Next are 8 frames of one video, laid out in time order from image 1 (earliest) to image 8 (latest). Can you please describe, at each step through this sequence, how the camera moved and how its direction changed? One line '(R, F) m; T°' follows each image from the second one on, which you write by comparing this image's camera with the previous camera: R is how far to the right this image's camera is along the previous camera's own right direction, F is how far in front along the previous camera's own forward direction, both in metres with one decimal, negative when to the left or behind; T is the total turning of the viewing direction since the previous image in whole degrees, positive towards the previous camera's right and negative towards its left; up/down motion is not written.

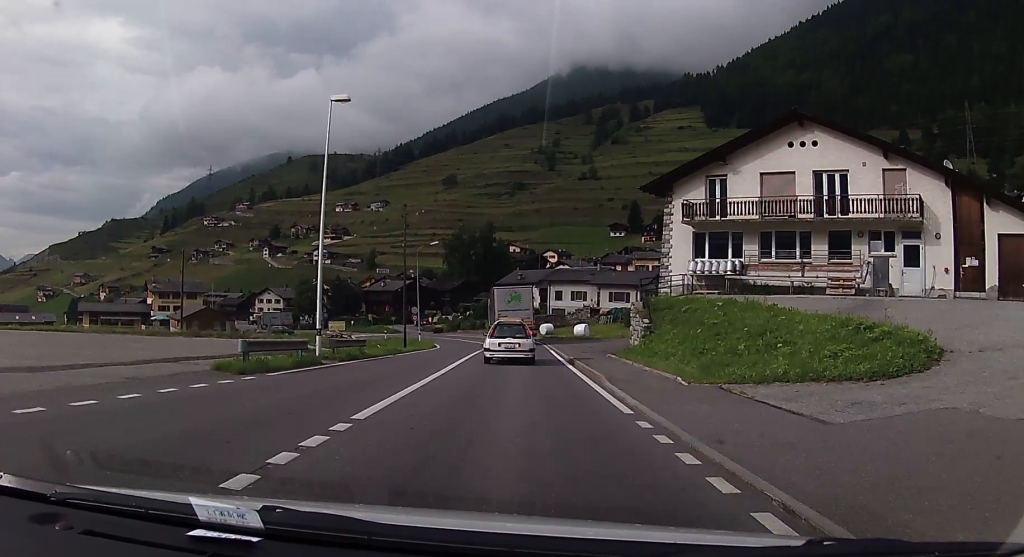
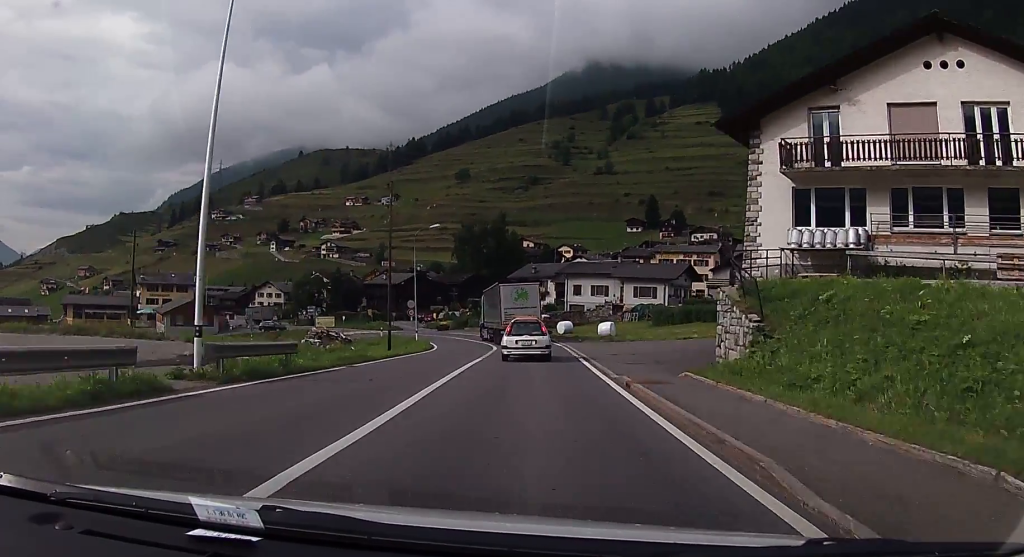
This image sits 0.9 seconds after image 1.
(+0.2, +10.2) m; -1°
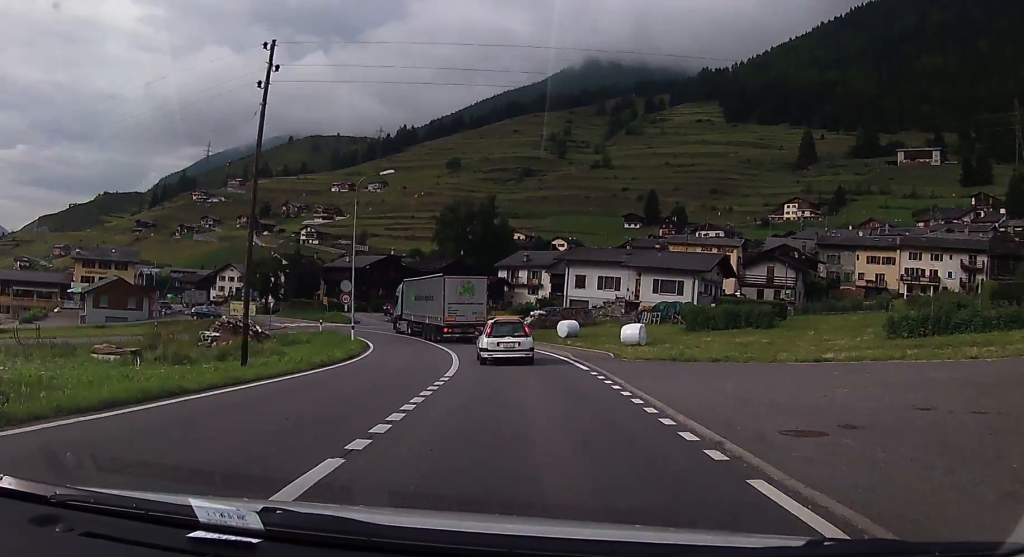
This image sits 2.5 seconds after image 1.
(-0.6, +19.1) m; -3°
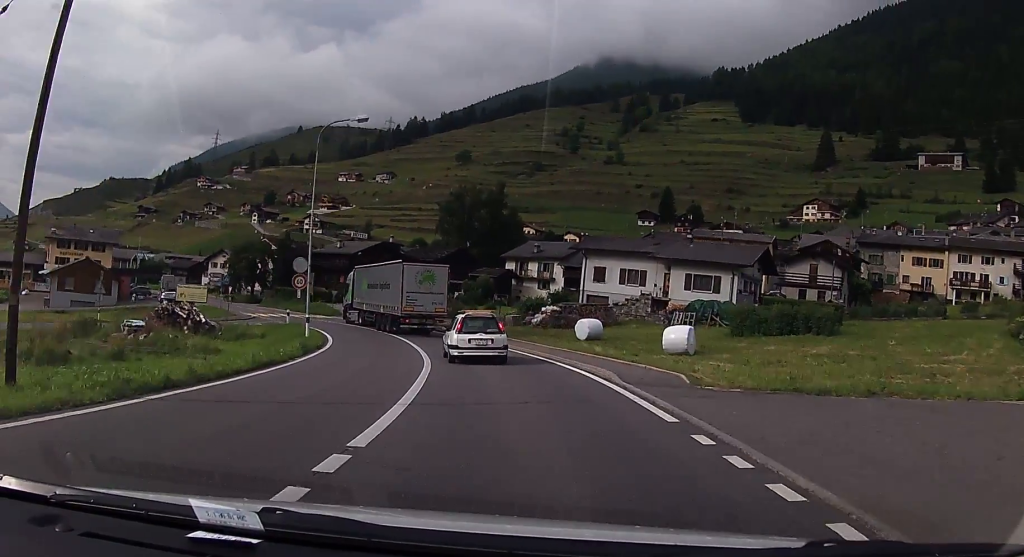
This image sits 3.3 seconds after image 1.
(-0.1, +10.1) m; -1°
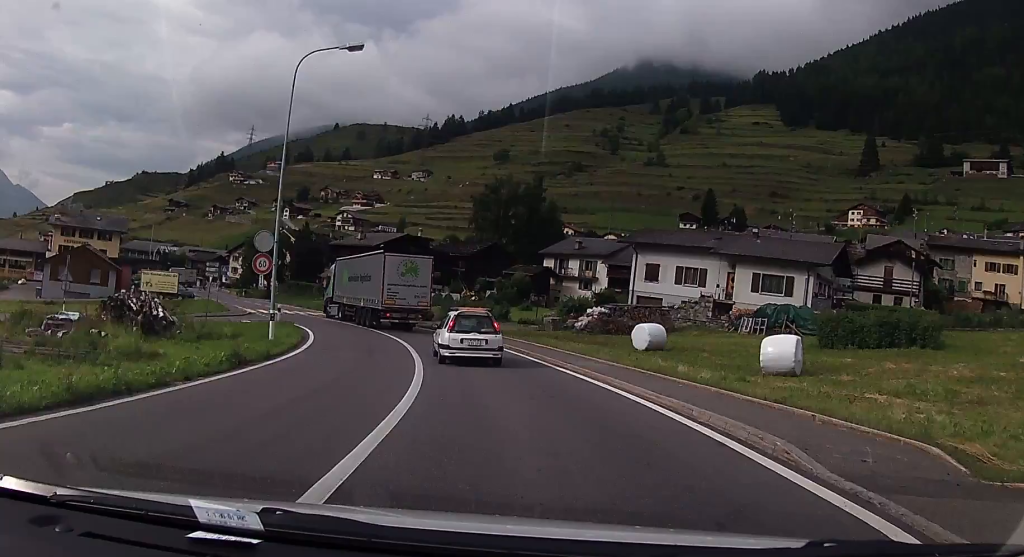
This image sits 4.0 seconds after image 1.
(-0.1, +8.9) m; -1°
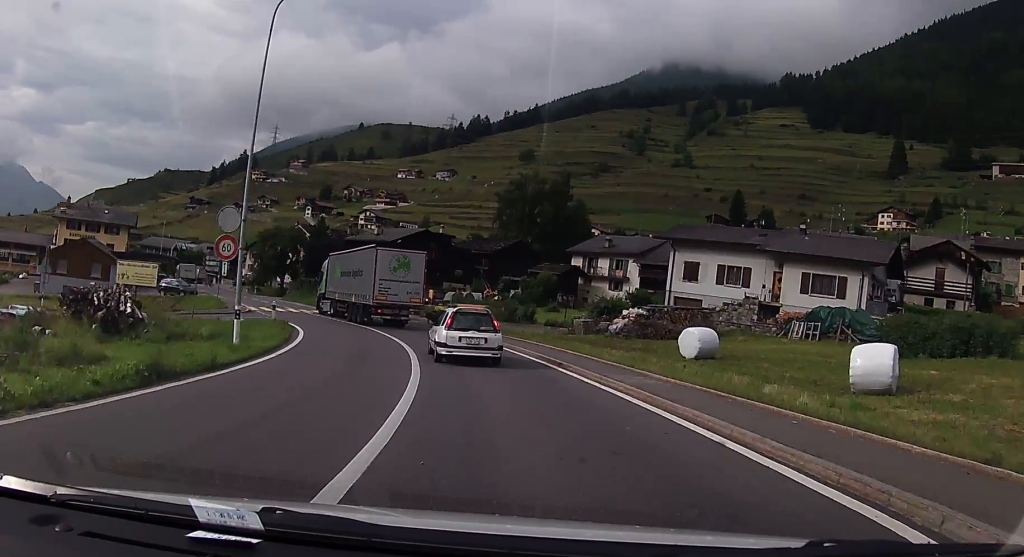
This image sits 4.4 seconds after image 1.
(0.0, +4.9) m; -1°
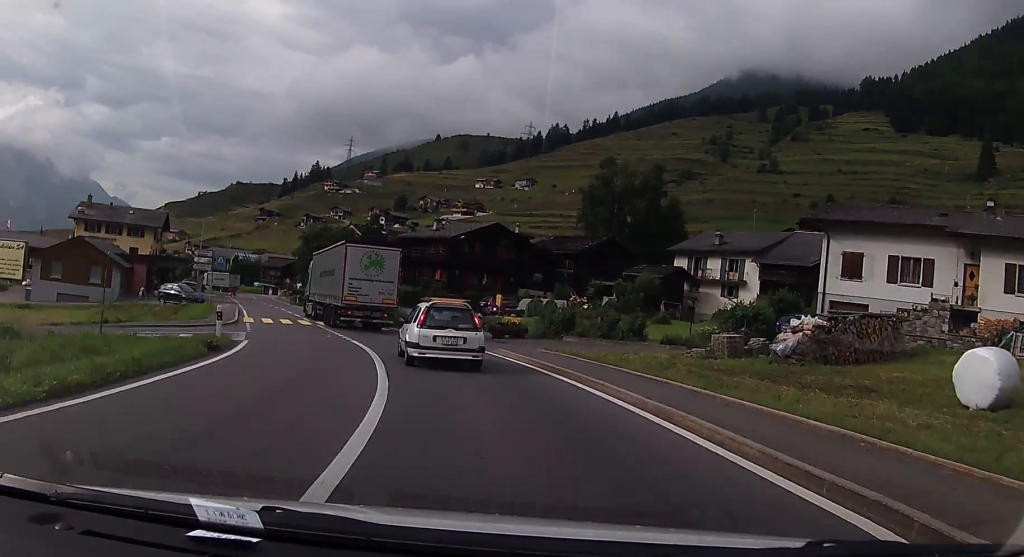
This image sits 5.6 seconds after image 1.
(-0.4, +14.9) m; -6°
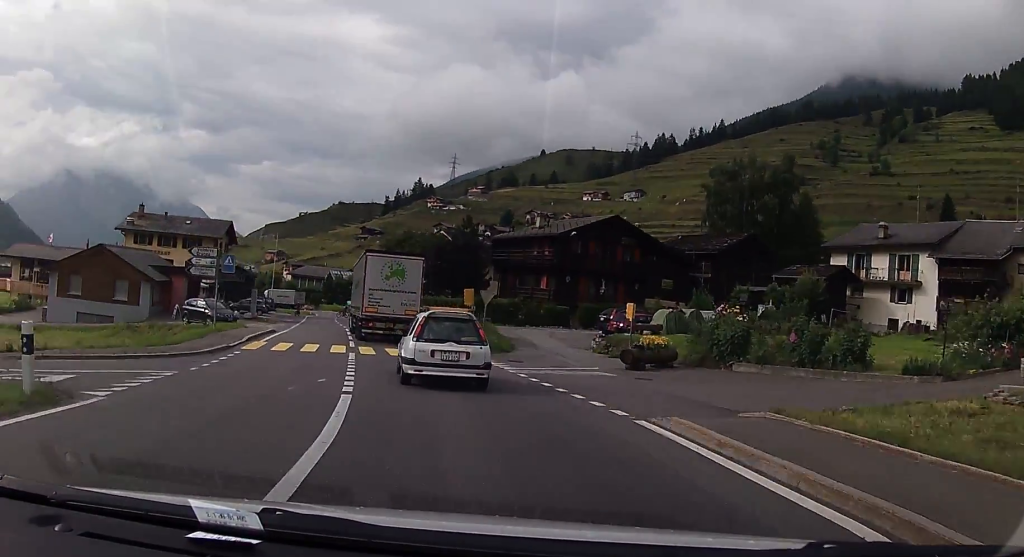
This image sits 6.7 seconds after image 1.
(-1.0, +12.9) m; -9°
